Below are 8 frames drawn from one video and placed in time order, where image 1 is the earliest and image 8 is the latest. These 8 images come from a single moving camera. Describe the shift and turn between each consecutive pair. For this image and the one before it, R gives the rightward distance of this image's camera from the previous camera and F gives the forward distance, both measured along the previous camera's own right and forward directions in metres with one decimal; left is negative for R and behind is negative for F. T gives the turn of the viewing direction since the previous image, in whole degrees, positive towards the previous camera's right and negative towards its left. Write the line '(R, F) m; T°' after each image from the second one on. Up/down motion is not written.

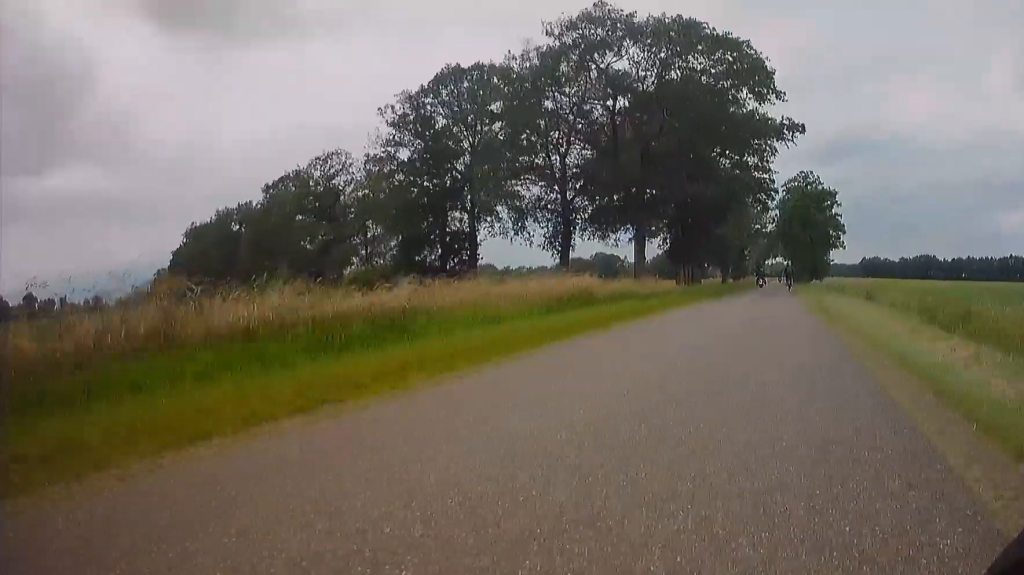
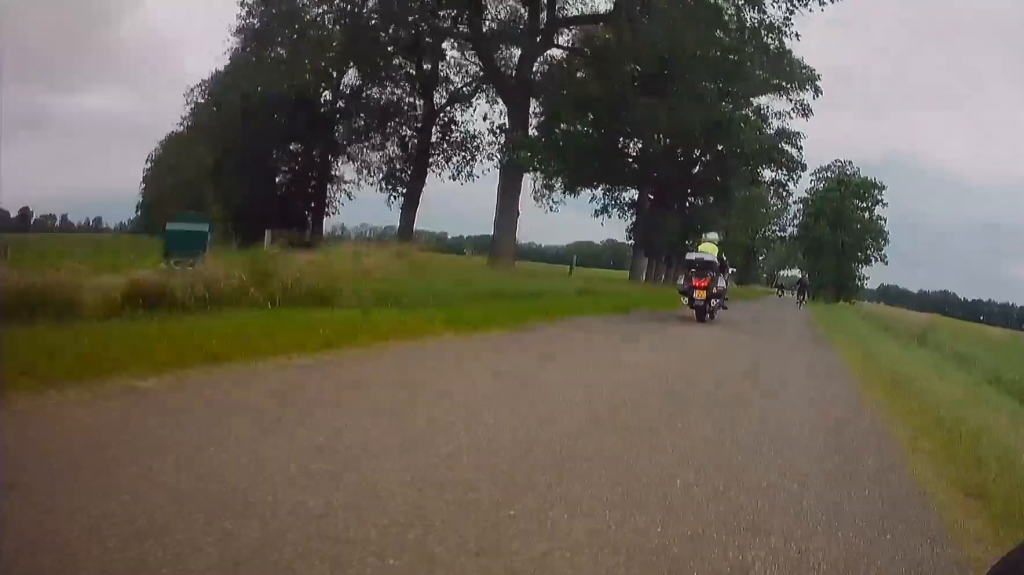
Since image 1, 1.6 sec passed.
(+0.1, +19.9) m; 0°
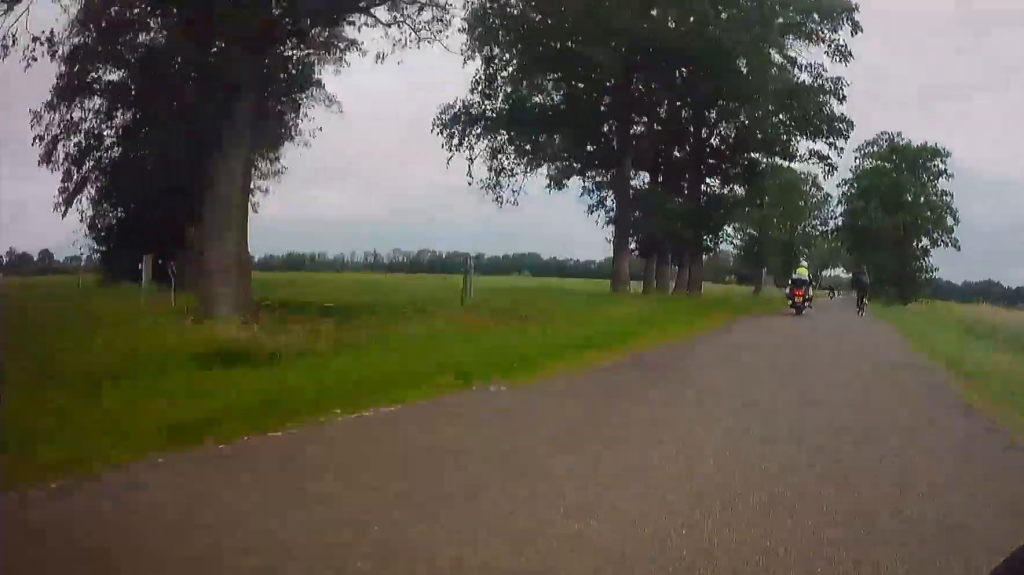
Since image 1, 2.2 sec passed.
(+0.1, +10.6) m; 0°
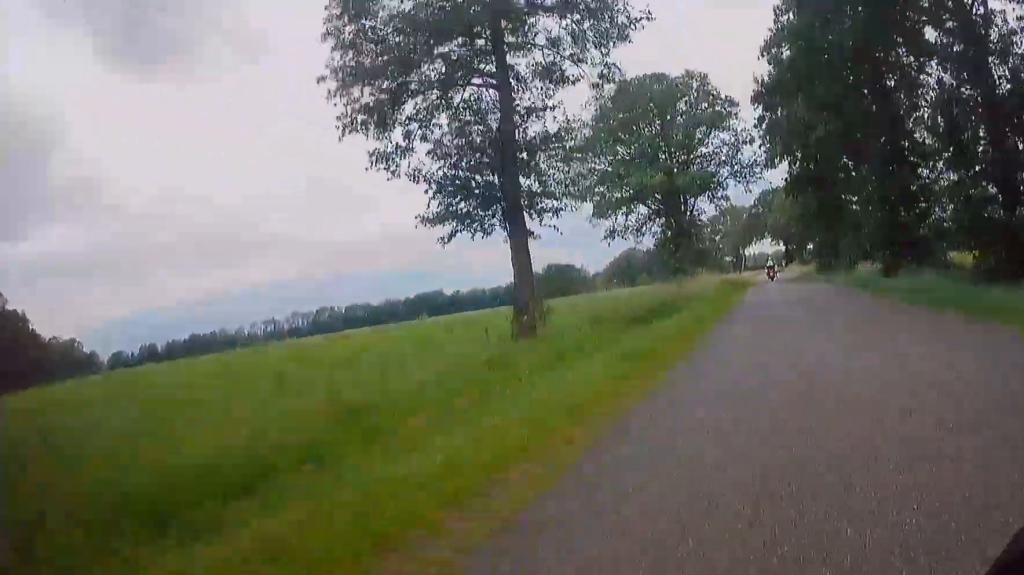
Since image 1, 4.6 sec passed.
(-0.1, +47.1) m; 0°
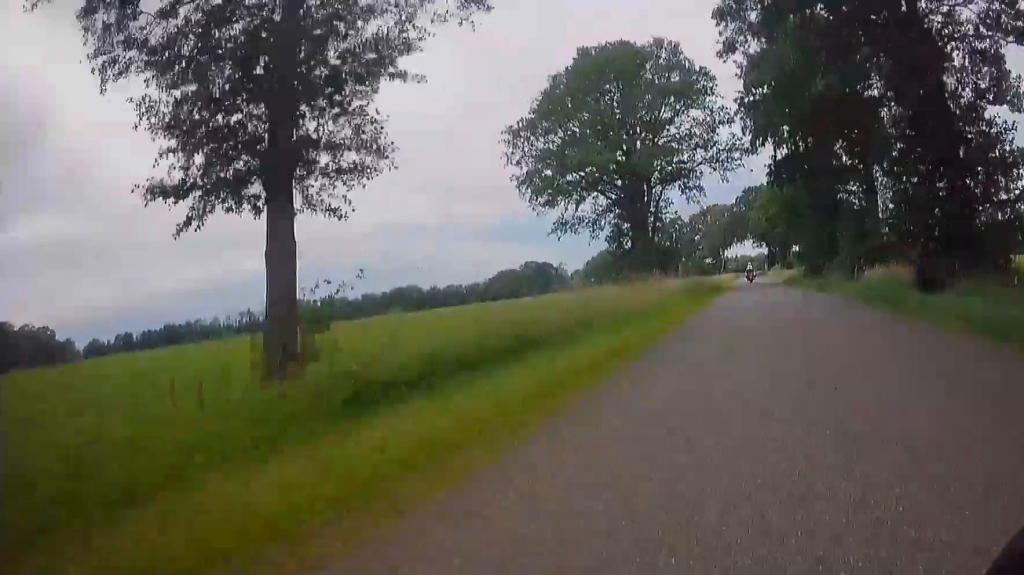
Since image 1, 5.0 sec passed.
(+0.1, +9.4) m; 0°
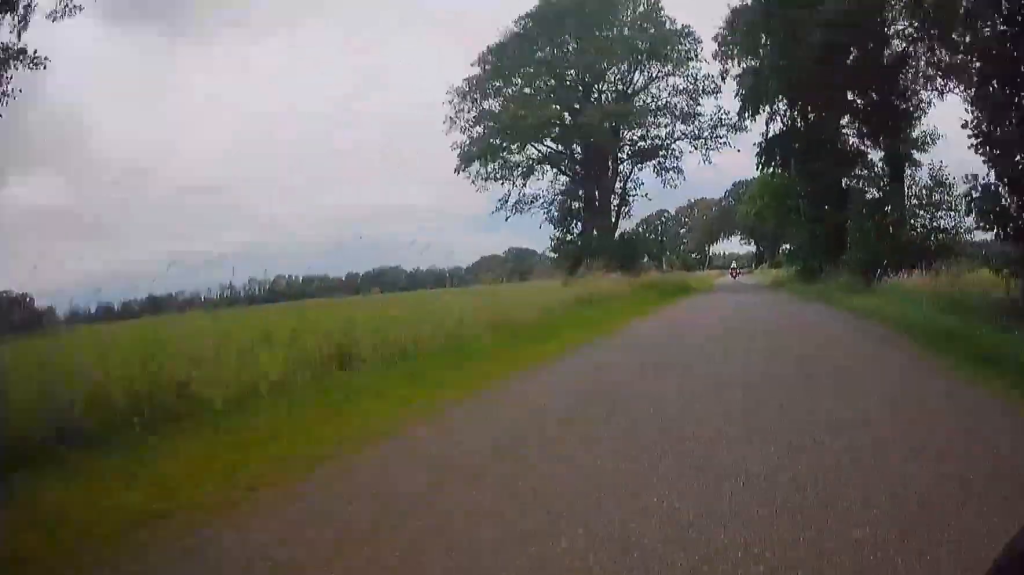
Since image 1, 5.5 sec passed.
(0.0, +8.5) m; -1°
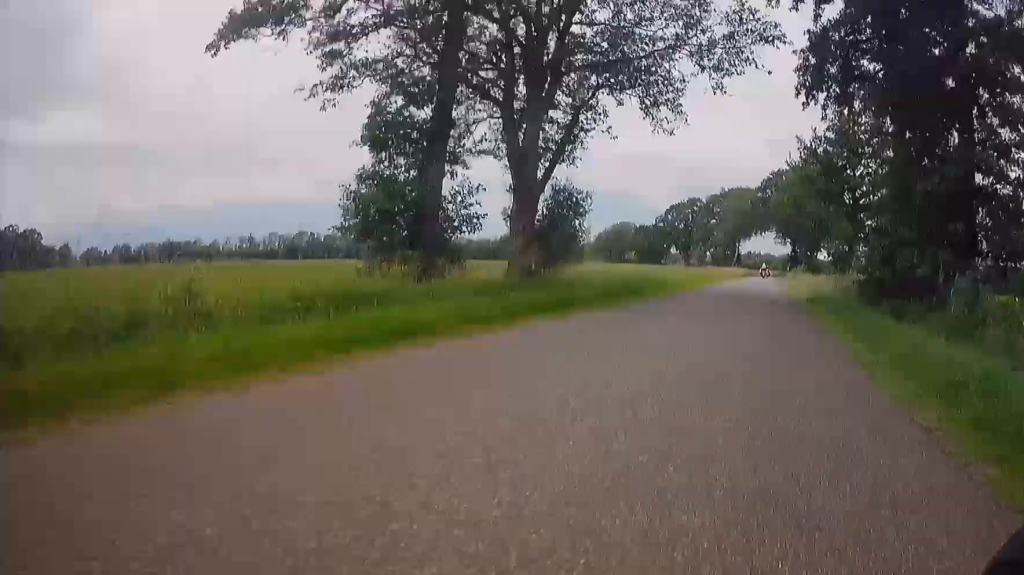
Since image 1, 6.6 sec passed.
(-0.3, +16.6) m; -2°
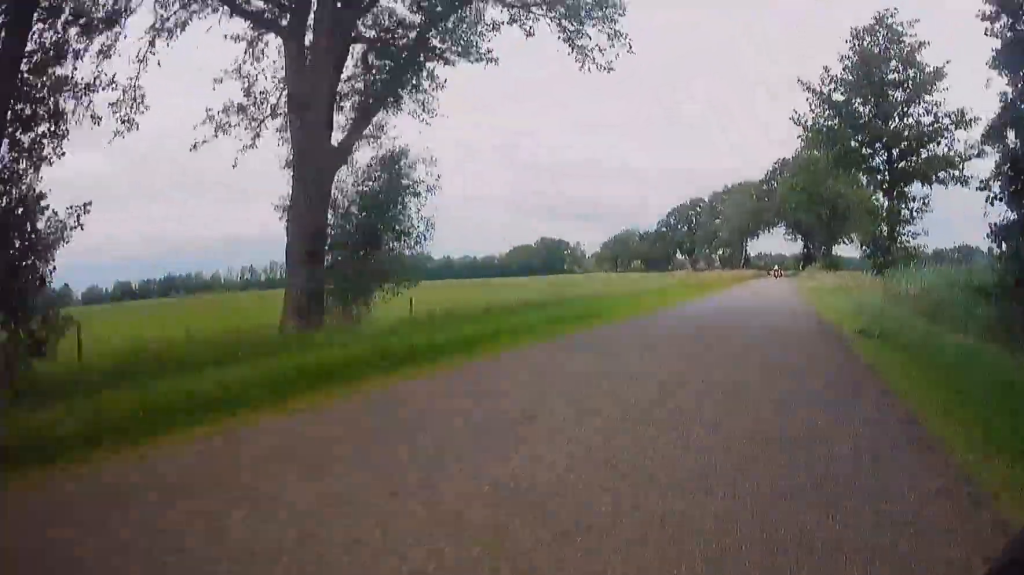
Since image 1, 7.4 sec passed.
(-0.3, +10.5) m; -1°
